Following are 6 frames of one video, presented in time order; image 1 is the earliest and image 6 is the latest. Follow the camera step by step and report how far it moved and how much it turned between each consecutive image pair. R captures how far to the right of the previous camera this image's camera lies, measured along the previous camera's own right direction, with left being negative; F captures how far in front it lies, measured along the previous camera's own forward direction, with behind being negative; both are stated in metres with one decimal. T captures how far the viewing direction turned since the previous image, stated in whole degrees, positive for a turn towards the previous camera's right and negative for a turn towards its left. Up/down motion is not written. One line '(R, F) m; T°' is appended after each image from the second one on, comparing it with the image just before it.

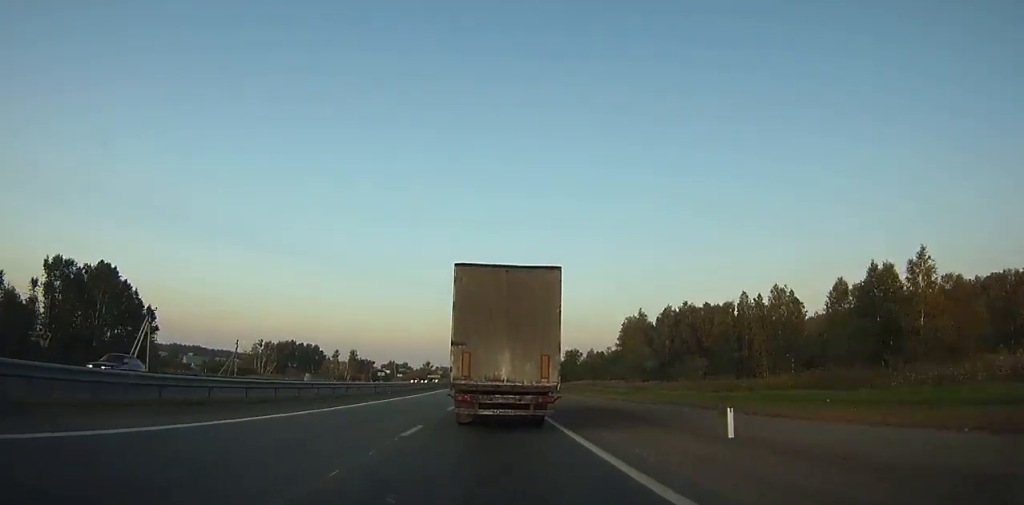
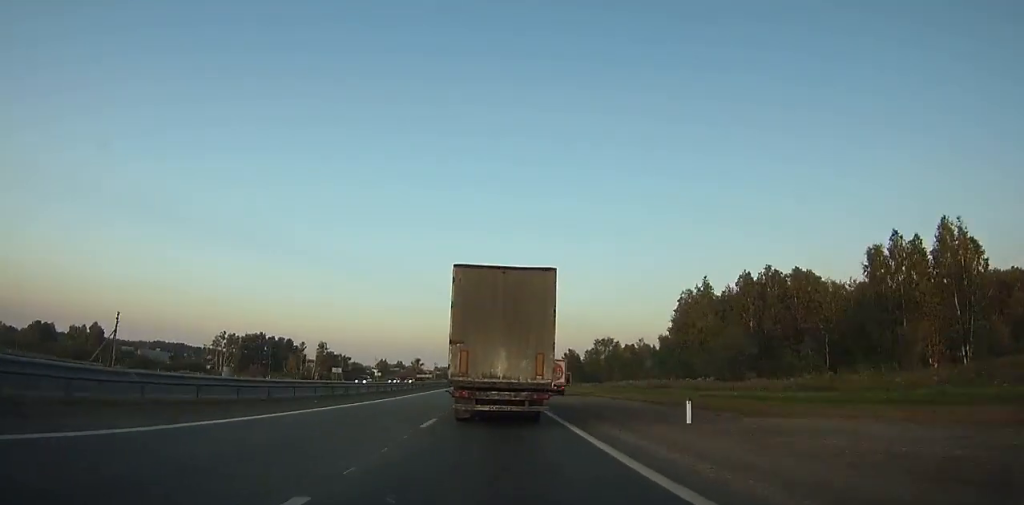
(+0.5, +48.5) m; 0°
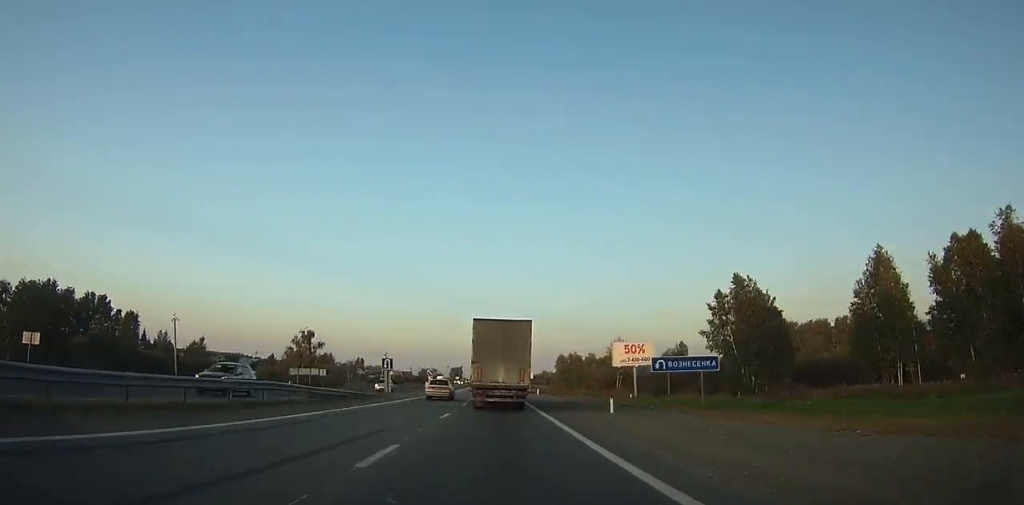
(-0.9, +147.3) m; 0°
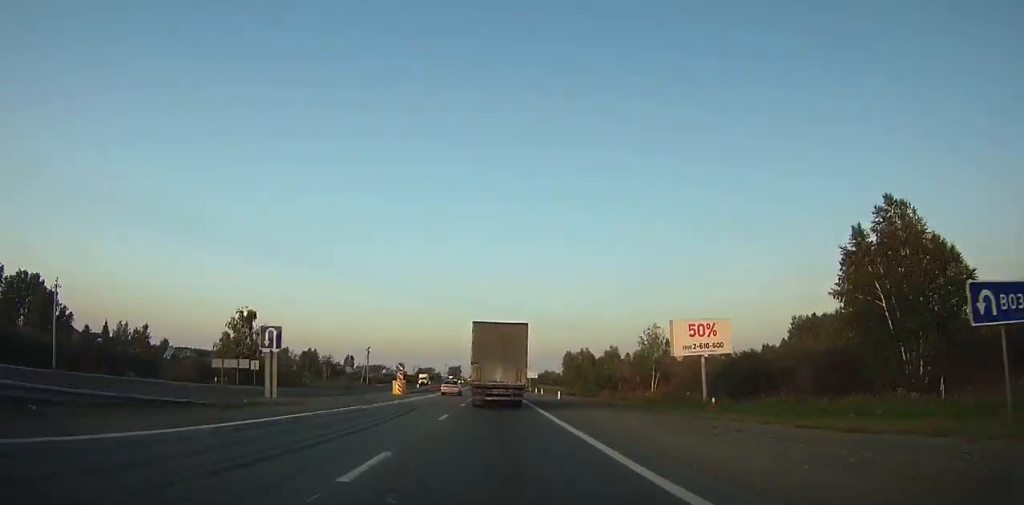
(0.0, +26.0) m; 0°
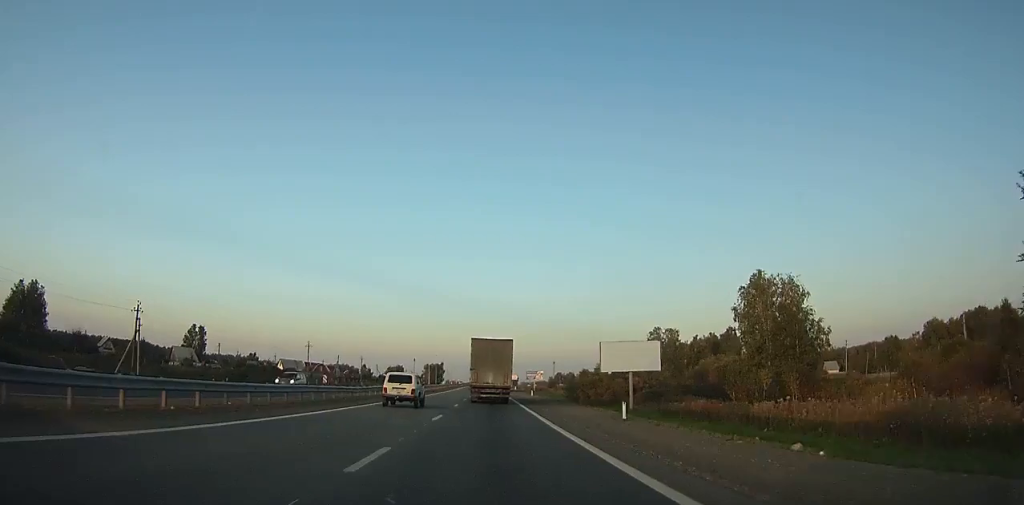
(-1.2, +166.0) m; 0°
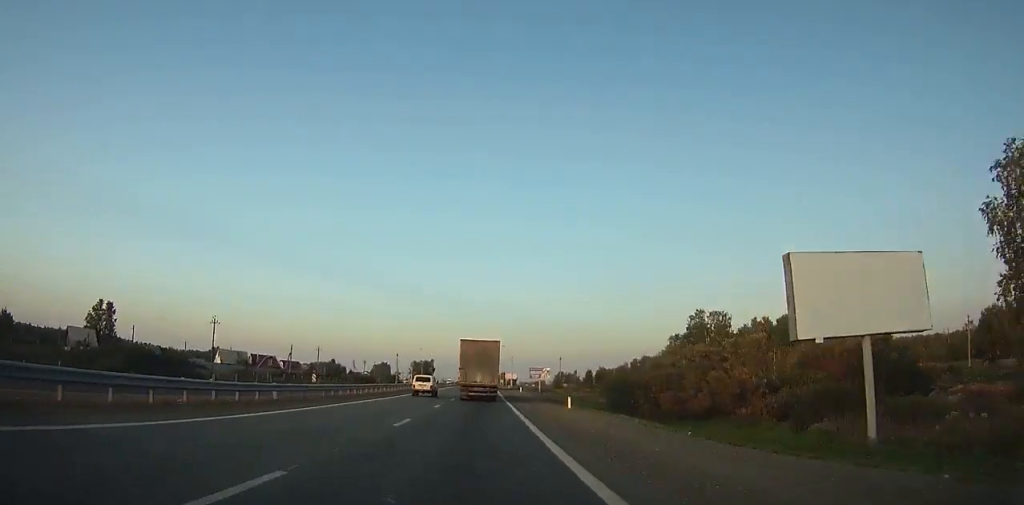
(0.0, +38.7) m; 0°
